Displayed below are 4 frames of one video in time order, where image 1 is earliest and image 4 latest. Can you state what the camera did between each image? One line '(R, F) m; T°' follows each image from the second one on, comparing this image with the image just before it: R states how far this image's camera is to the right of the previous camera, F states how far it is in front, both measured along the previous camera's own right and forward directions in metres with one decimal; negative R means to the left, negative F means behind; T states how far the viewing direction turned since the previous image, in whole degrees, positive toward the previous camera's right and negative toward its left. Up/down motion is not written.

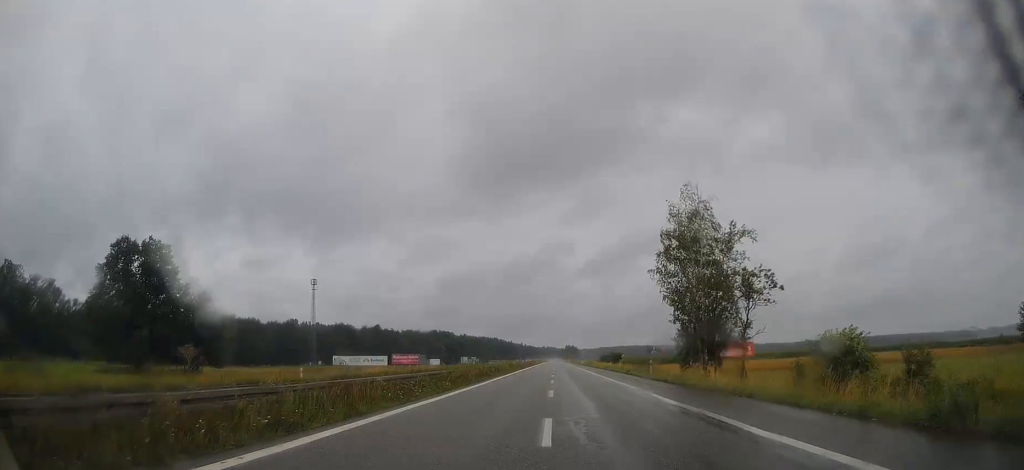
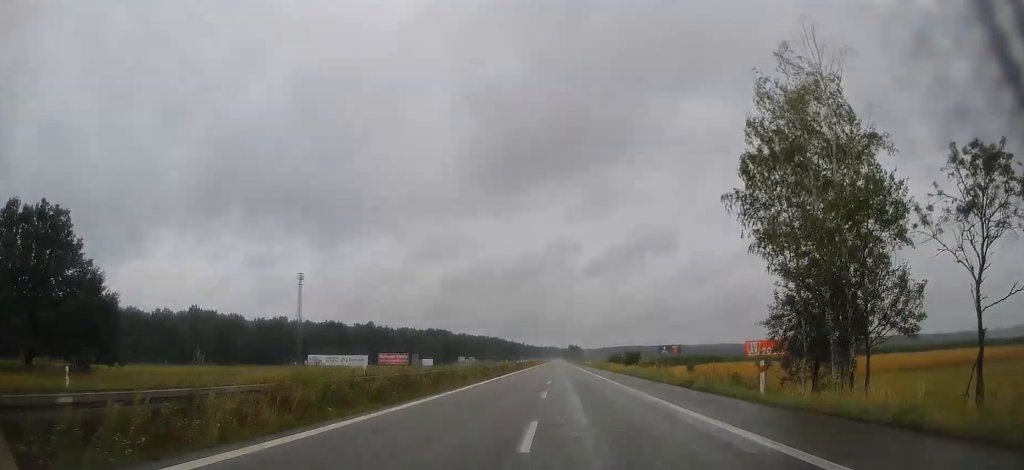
(-0.3, +24.7) m; 0°
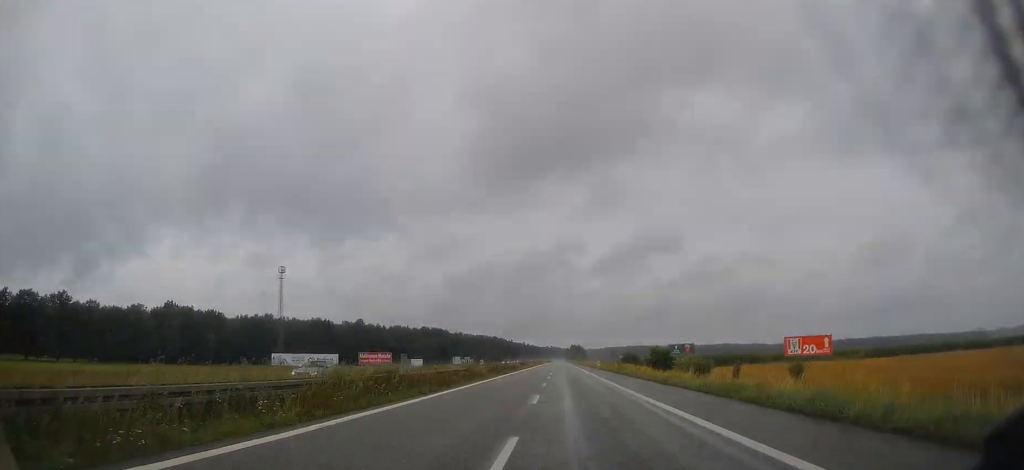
(+0.4, +26.9) m; 0°
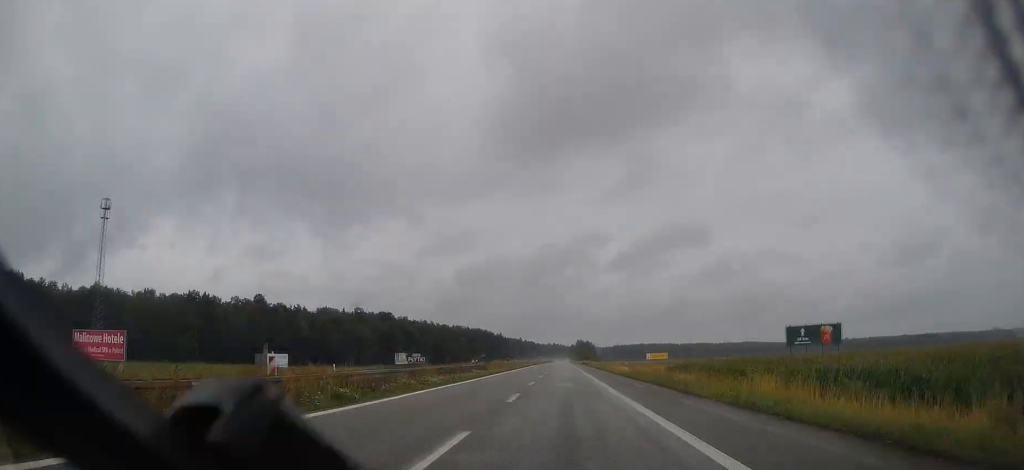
(-2.5, +144.5) m; -1°
